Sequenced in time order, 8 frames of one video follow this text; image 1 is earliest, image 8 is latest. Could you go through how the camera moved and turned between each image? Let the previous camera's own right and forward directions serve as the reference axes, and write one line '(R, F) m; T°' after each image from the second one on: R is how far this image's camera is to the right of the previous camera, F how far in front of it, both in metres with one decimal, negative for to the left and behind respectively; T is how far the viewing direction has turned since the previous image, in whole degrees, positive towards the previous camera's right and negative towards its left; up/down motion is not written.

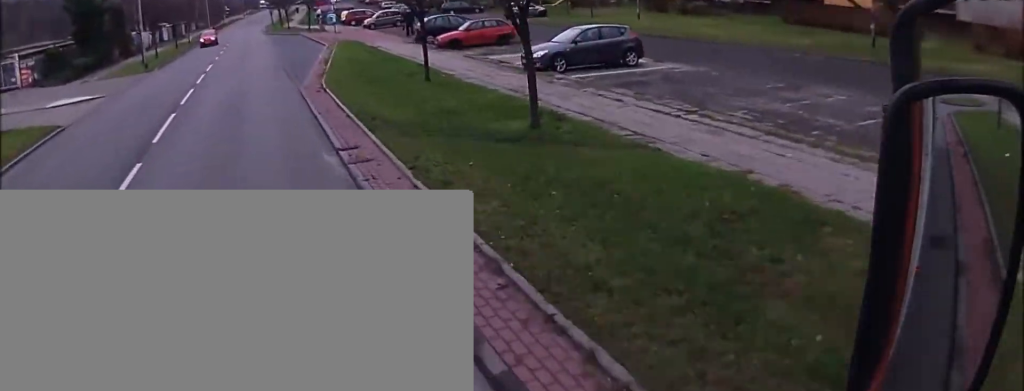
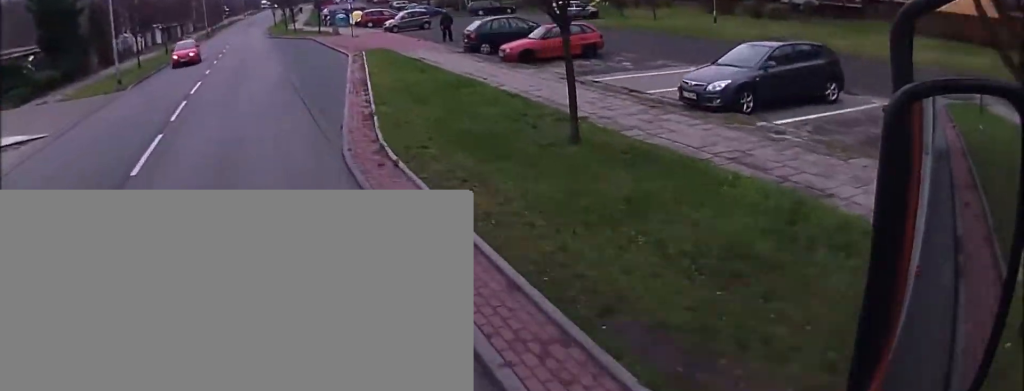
(+0.2, +10.8) m; +2°
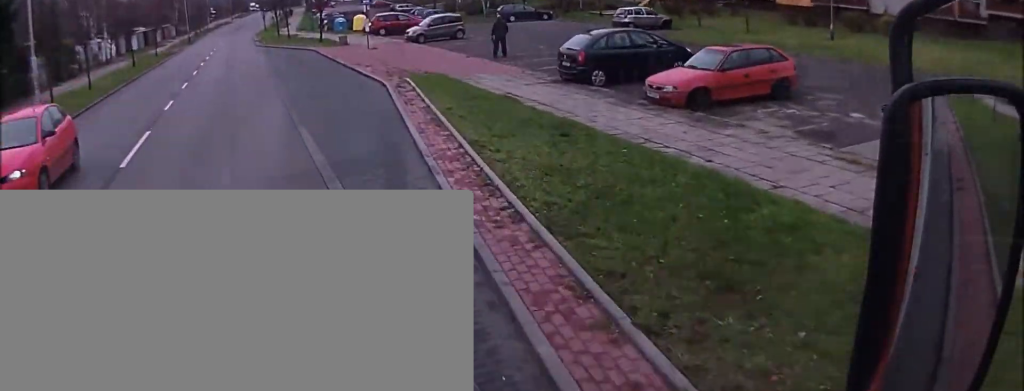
(+0.2, +14.6) m; +1°
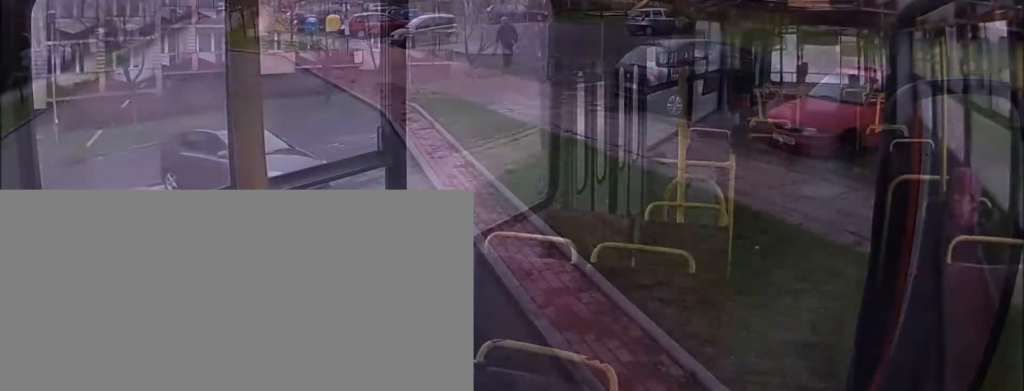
(0.0, +7.8) m; 0°
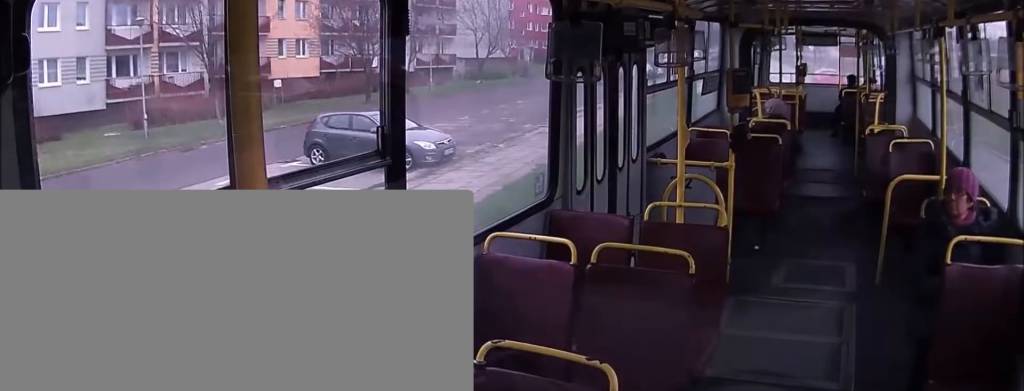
(-0.1, +7.8) m; +1°
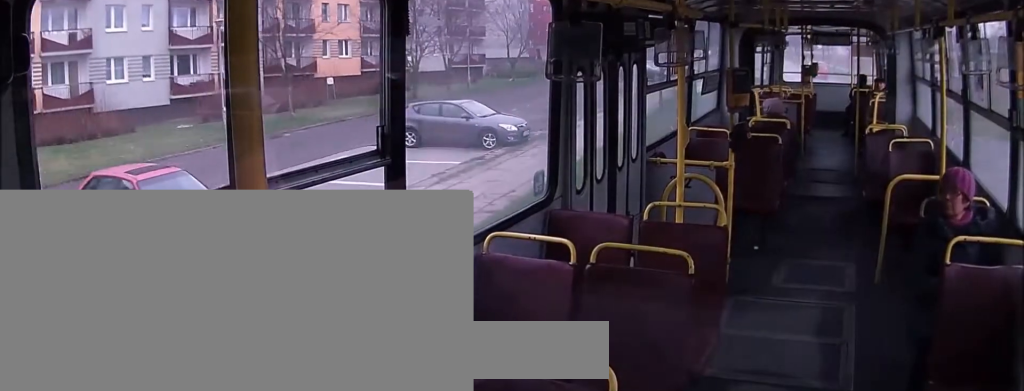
(+0.1, +5.4) m; 0°
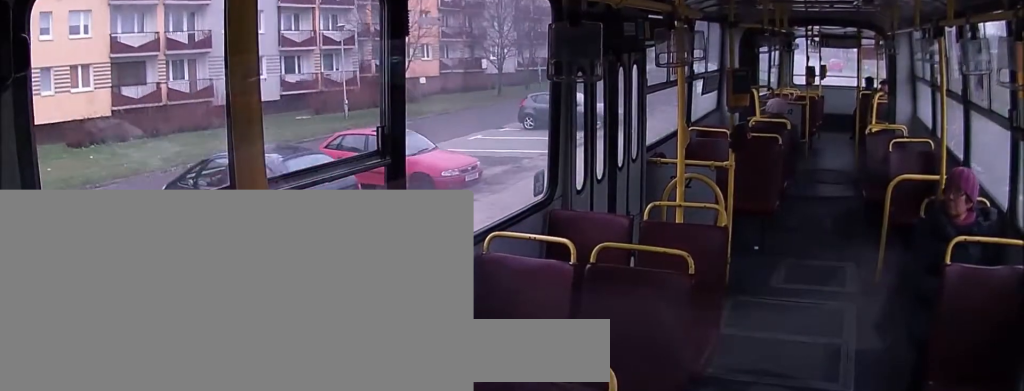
(0.0, +7.9) m; -2°
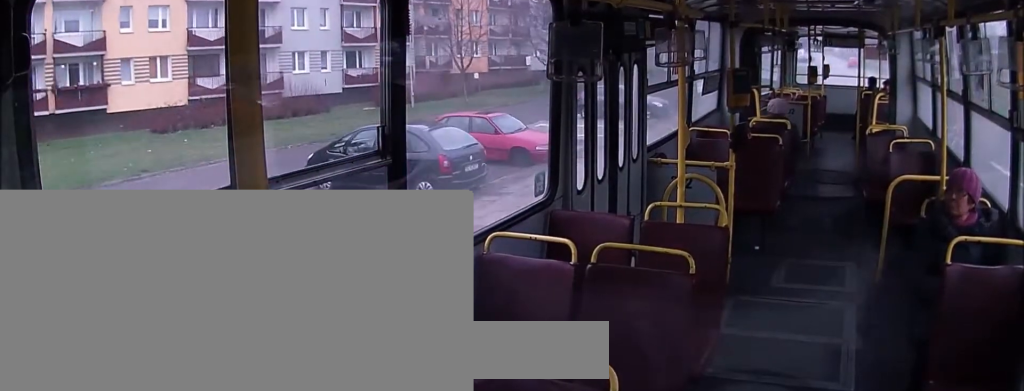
(-0.1, +4.9) m; -2°
